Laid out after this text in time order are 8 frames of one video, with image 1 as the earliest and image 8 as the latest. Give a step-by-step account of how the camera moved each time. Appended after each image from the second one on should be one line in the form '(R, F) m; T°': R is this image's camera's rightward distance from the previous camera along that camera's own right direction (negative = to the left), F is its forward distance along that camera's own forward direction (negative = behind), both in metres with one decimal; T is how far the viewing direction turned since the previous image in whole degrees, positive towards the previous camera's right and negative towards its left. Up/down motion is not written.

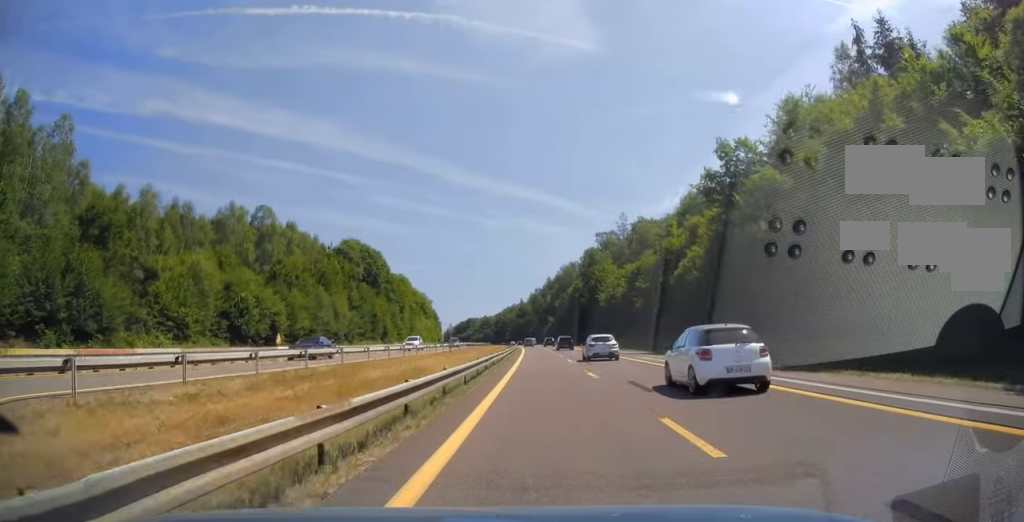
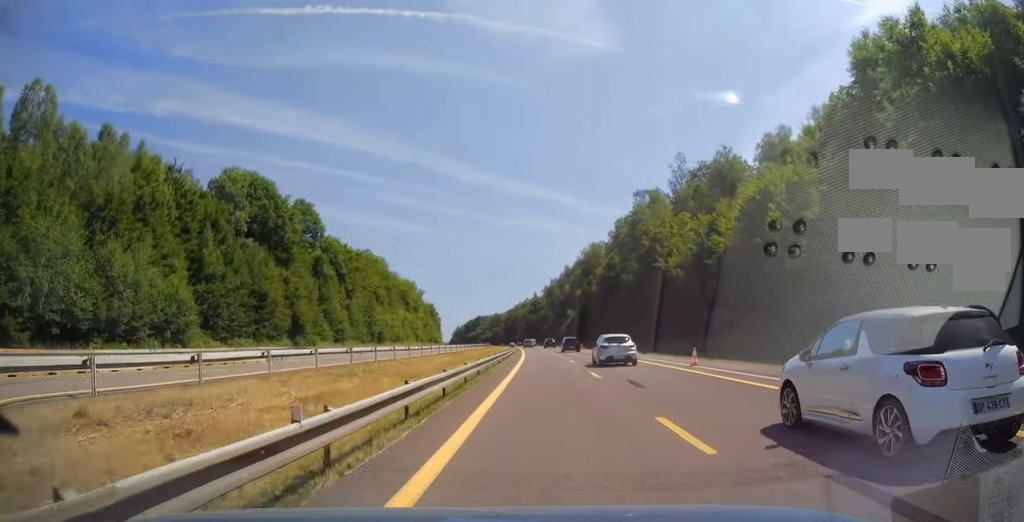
(-0.4, +51.6) m; -1°
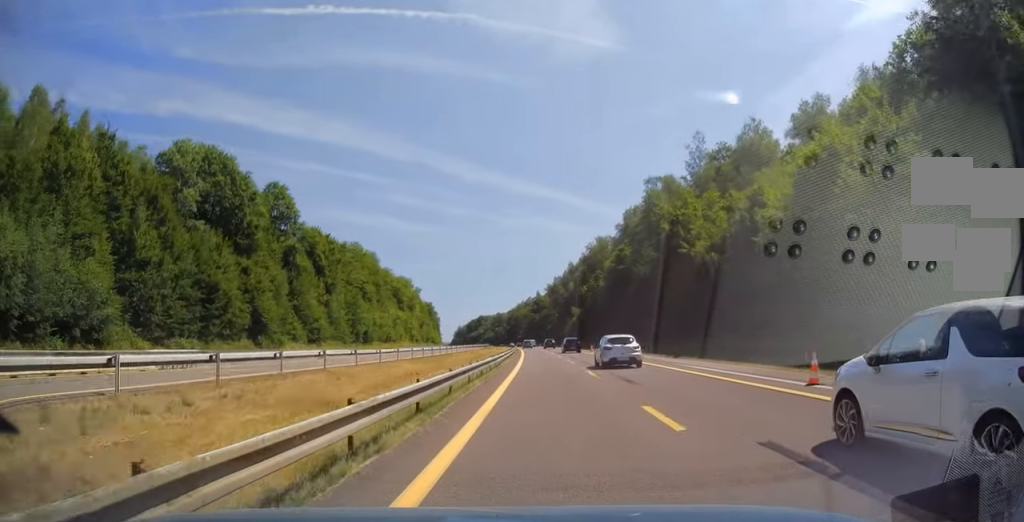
(0.0, +11.2) m; 0°
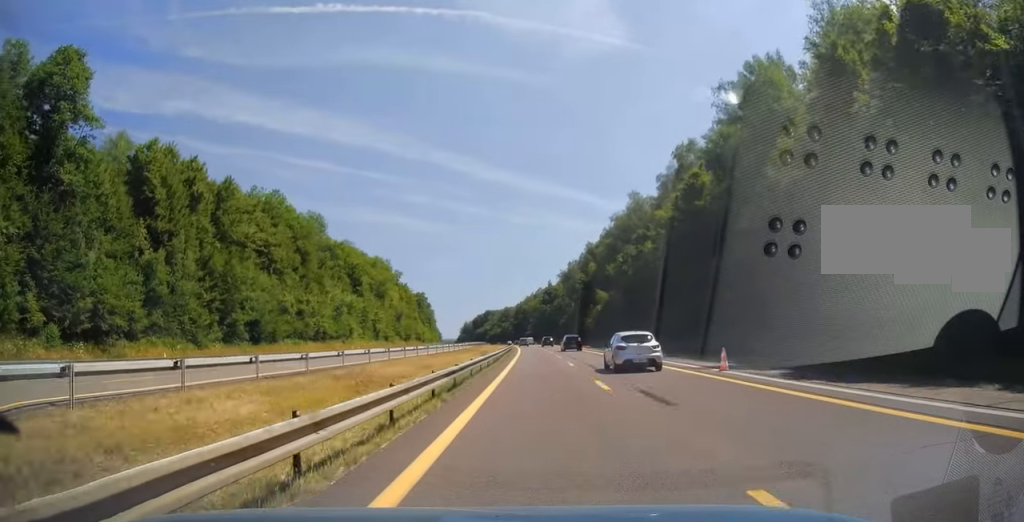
(-0.7, +45.4) m; -1°
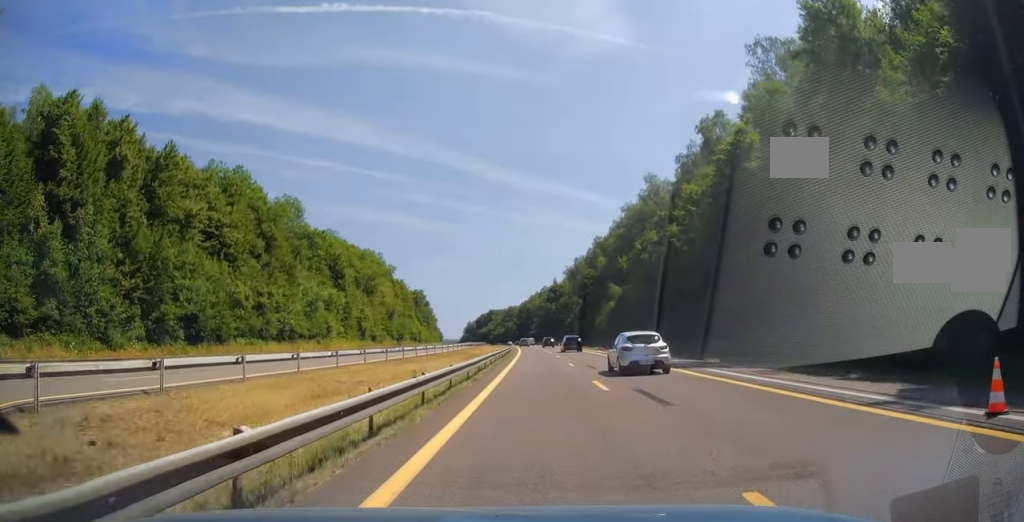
(0.0, +13.0) m; 0°
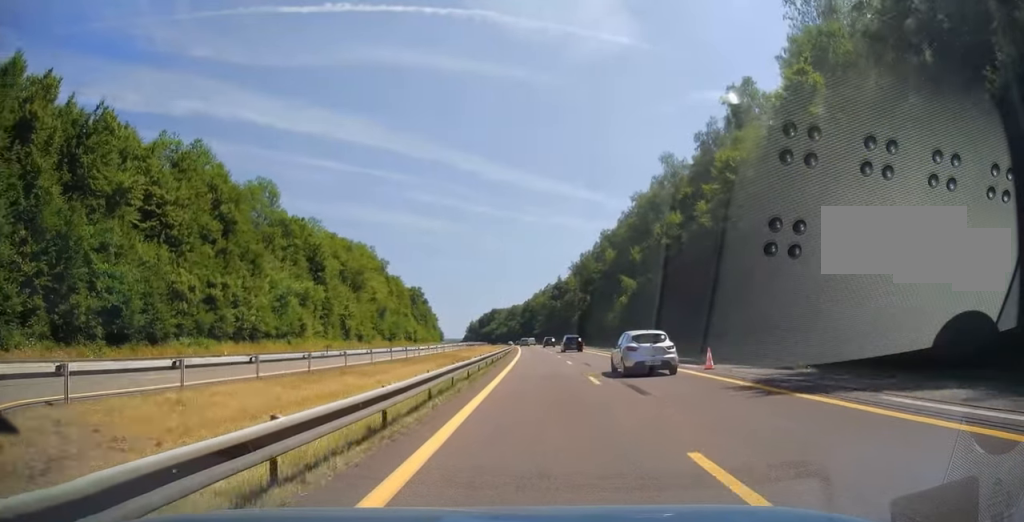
(+0.1, +11.2) m; 0°
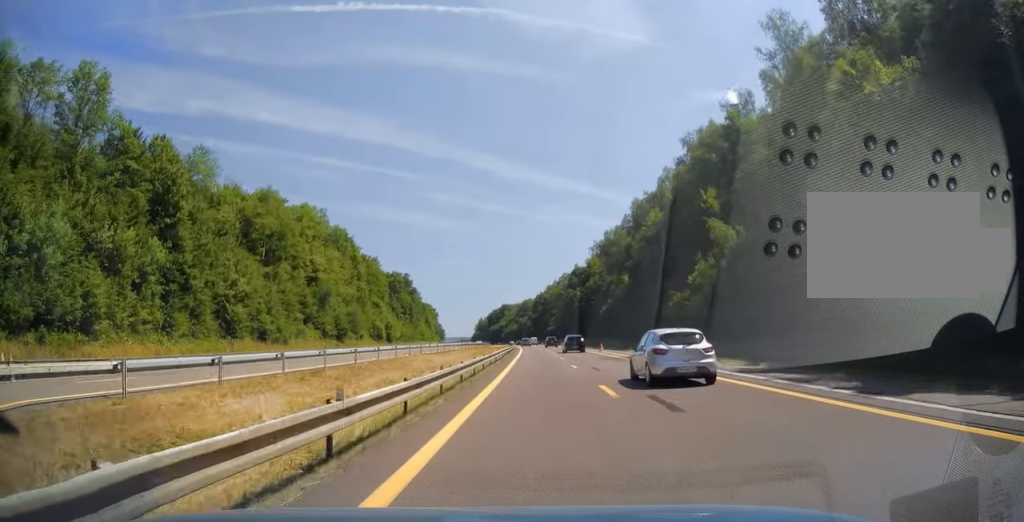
(-0.7, +42.3) m; -2°
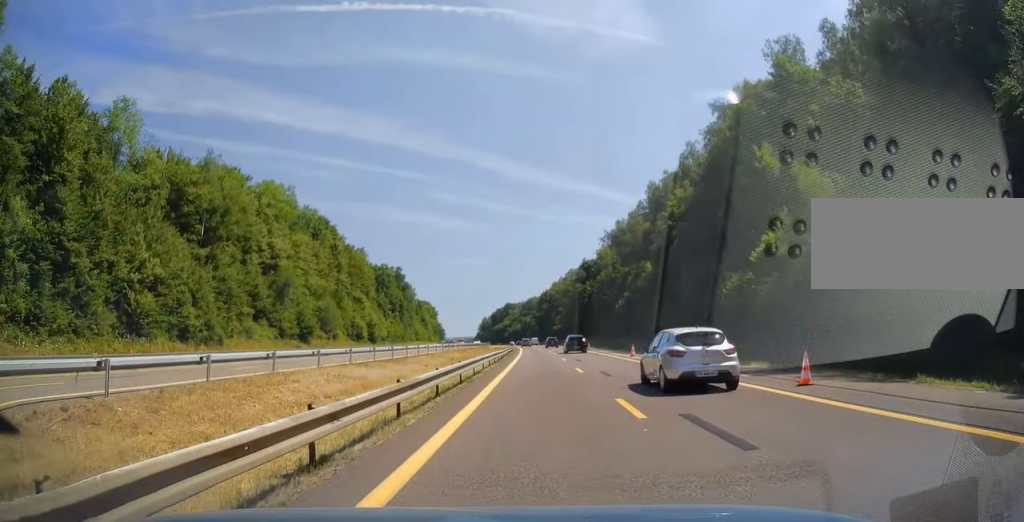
(+0.1, +16.5) m; -1°
